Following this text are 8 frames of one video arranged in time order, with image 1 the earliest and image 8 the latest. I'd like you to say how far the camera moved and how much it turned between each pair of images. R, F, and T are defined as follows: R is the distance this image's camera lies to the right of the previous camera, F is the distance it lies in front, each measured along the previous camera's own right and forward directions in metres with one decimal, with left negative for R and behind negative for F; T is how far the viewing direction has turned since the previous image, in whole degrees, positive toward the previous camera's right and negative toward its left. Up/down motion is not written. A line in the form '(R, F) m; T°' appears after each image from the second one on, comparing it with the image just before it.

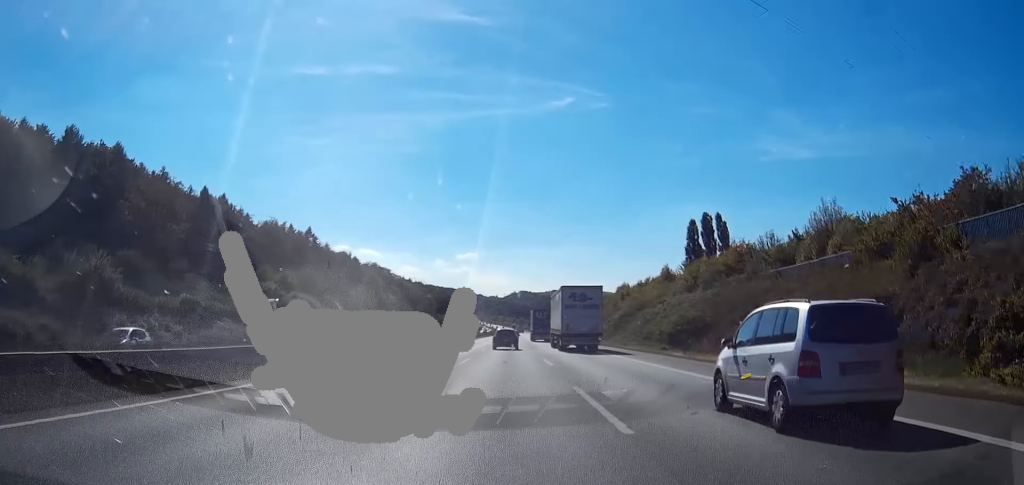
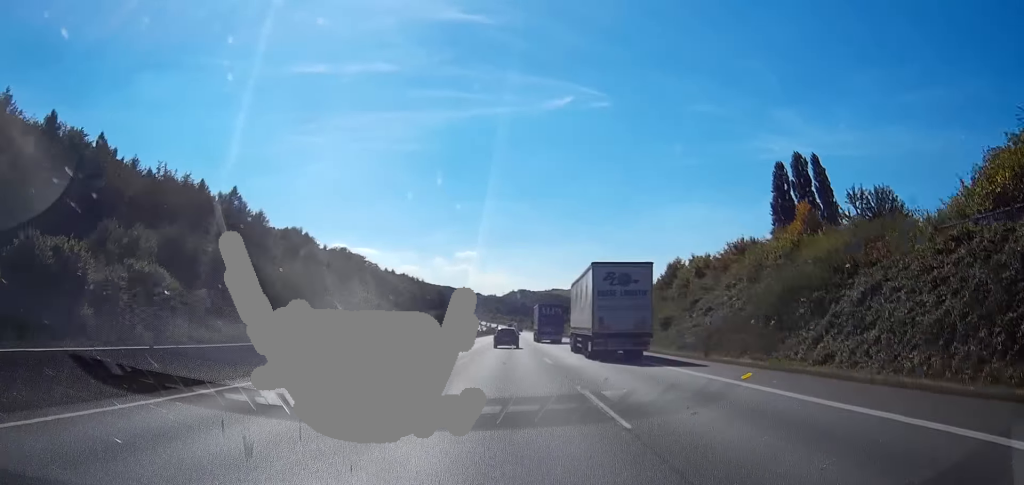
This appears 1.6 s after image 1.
(+0.1, +52.9) m; 0°
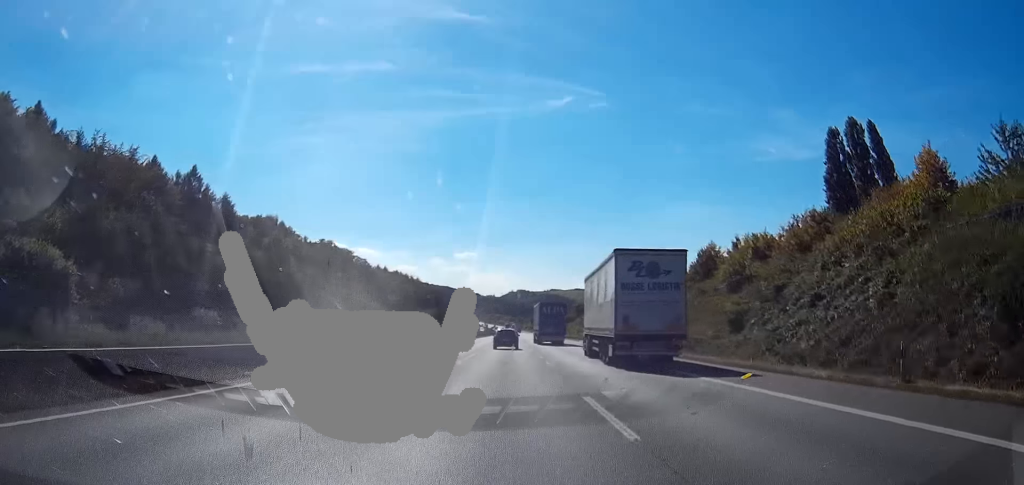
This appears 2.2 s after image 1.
(0.0, +18.9) m; 0°
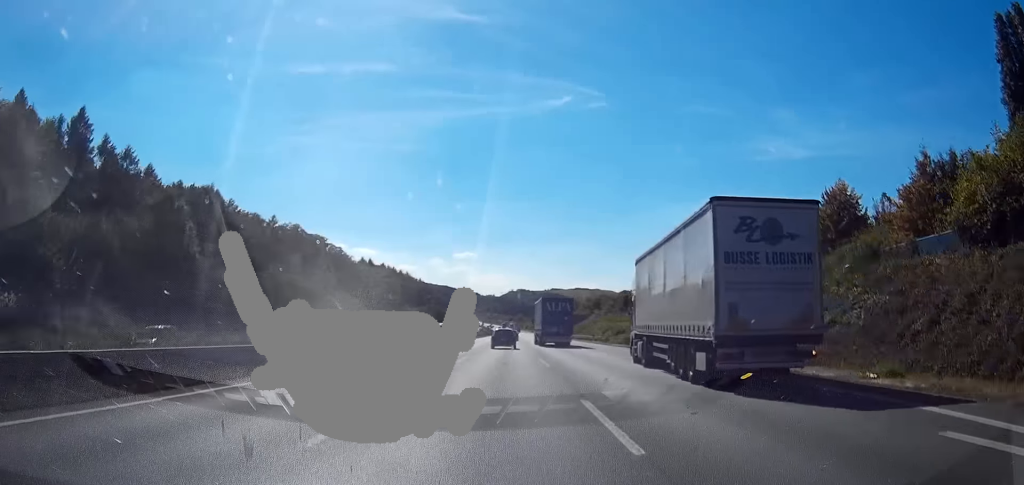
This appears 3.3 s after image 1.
(-0.1, +36.9) m; 0°
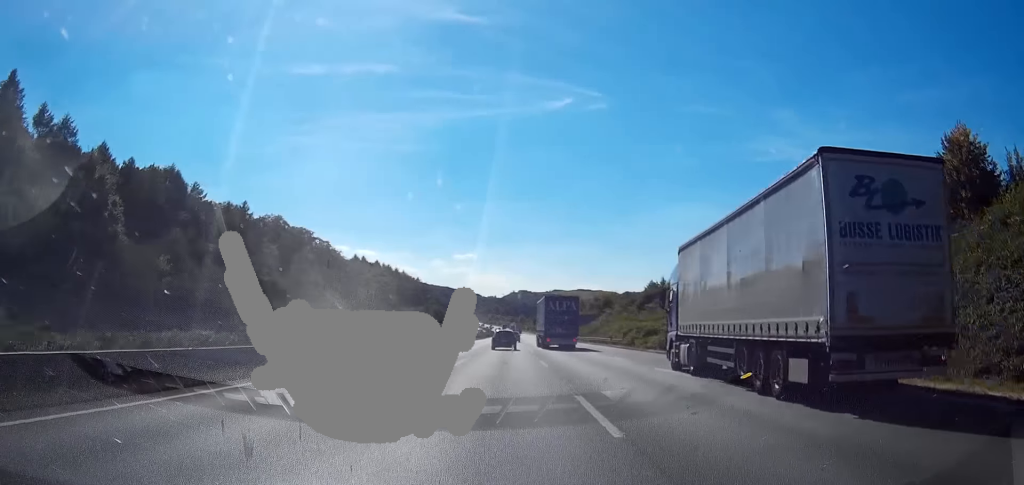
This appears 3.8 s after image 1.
(0.0, +16.9) m; 0°
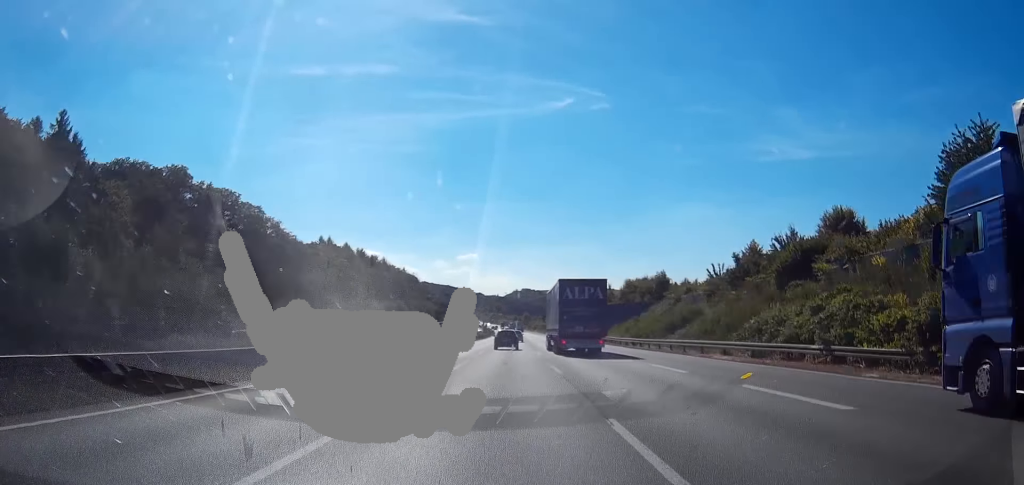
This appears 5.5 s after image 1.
(+0.1, +57.7) m; 0°
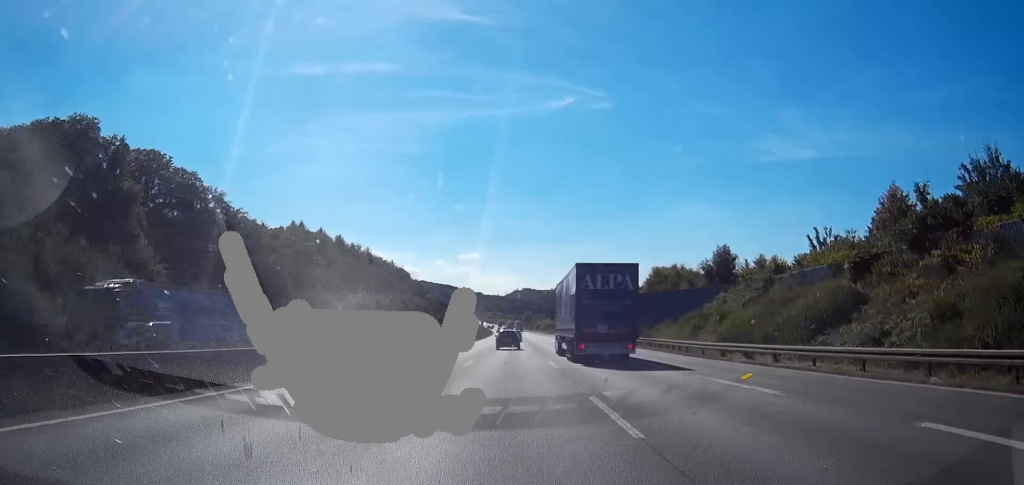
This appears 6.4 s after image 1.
(-0.1, +31.7) m; 0°
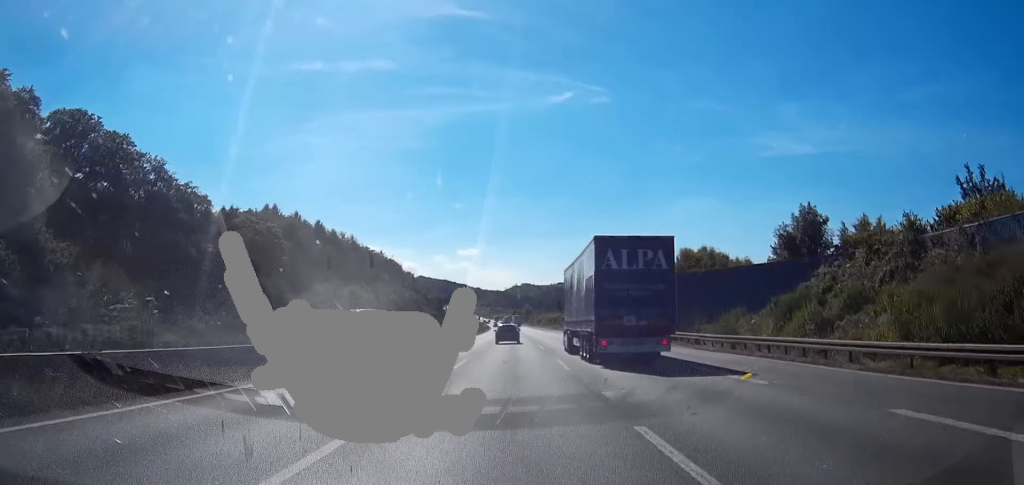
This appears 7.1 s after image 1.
(0.0, +22.7) m; 0°
